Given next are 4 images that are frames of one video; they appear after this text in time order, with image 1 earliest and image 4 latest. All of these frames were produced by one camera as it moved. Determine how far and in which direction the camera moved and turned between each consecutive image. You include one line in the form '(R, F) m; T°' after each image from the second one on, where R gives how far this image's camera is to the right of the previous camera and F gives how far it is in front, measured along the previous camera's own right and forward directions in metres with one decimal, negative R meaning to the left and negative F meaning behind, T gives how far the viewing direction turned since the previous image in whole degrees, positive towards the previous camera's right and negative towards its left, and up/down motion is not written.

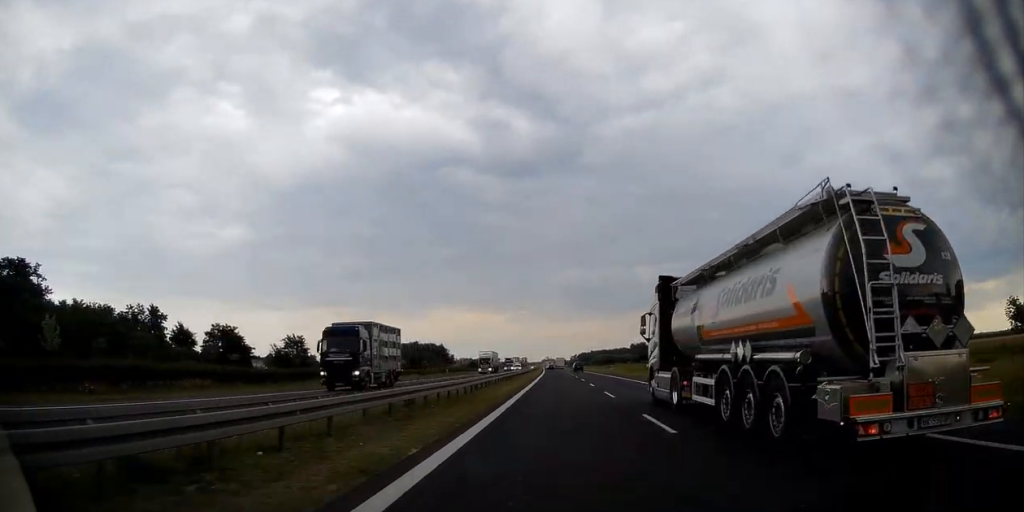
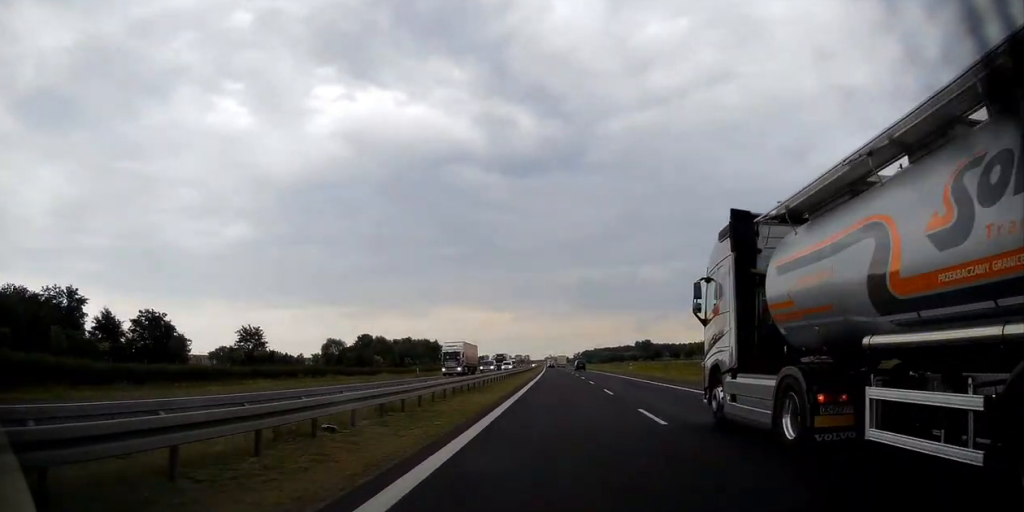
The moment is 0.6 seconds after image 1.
(-0.2, +23.0) m; -1°
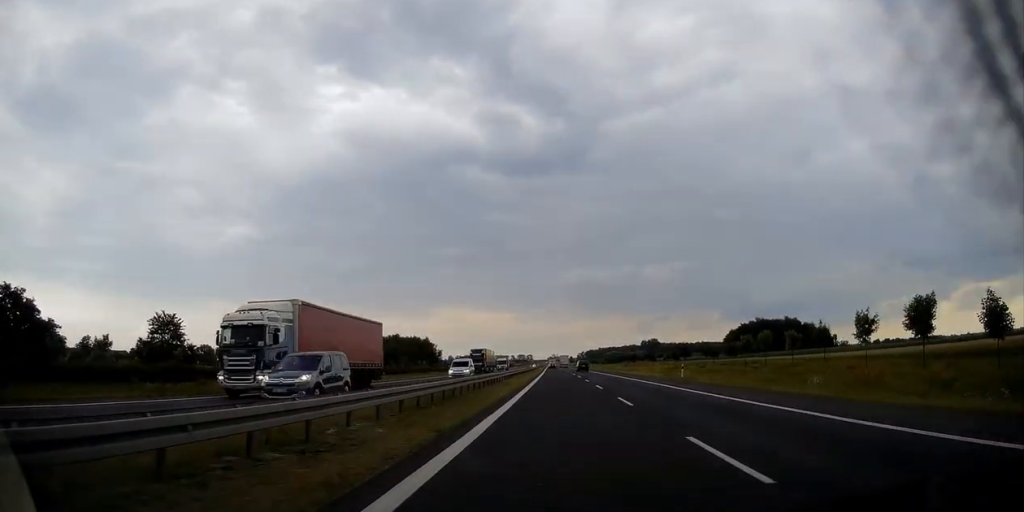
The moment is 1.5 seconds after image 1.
(-0.2, +30.2) m; 0°
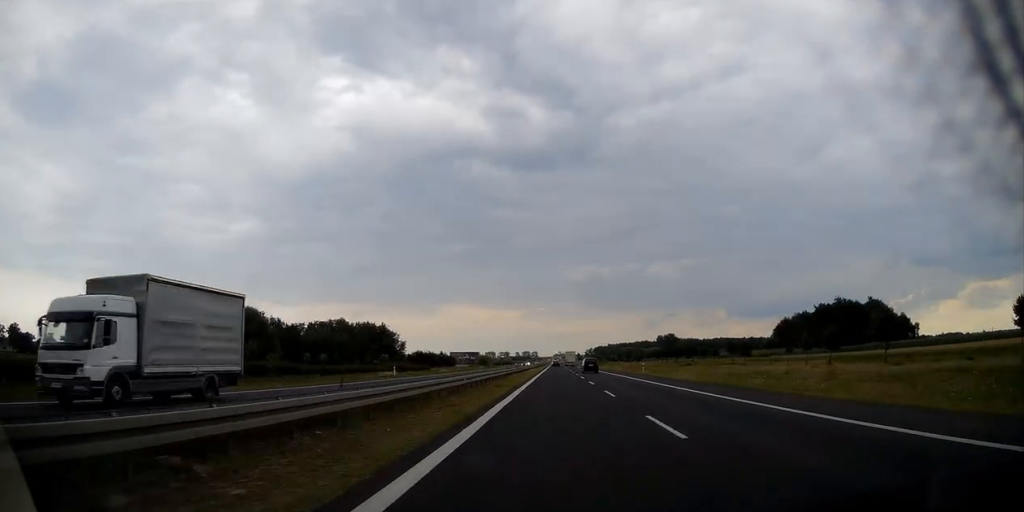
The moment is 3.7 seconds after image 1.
(-0.6, +80.3) m; -1°
